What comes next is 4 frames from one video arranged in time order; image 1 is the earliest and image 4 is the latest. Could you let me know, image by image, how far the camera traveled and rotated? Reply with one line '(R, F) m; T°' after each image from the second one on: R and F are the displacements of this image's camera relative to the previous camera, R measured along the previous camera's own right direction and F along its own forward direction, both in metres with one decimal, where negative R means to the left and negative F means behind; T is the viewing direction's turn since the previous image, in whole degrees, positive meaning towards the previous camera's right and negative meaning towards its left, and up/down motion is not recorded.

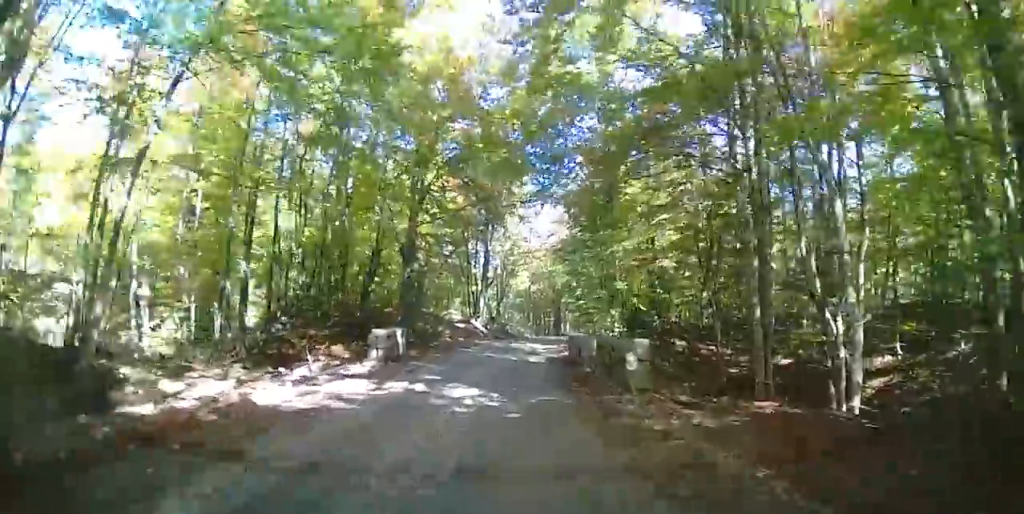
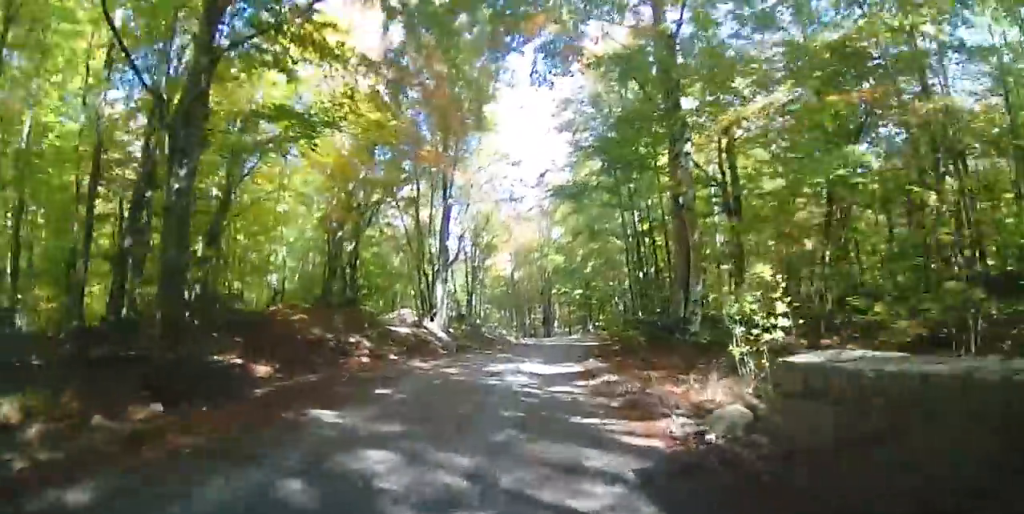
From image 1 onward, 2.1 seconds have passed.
(+0.5, +17.2) m; 0°
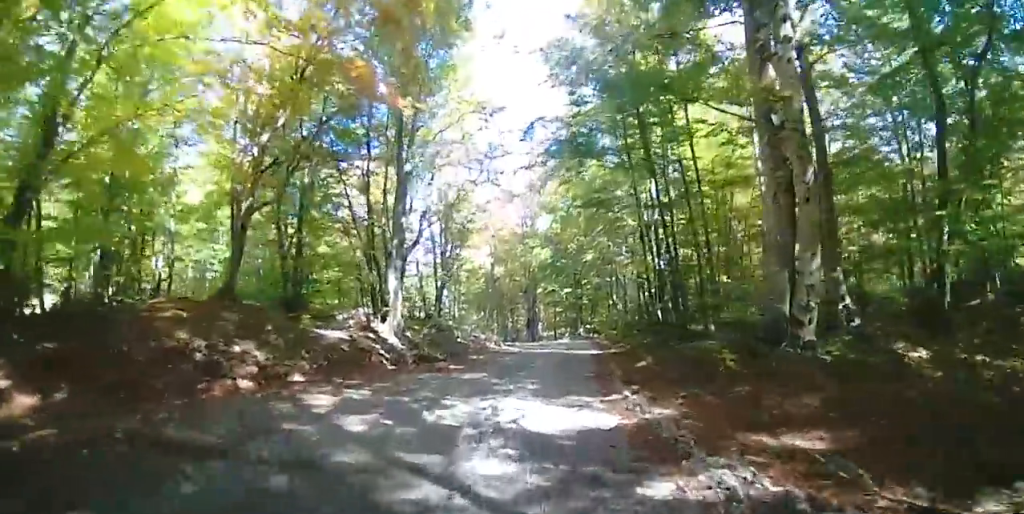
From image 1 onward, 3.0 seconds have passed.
(-0.2, +7.4) m; -12°
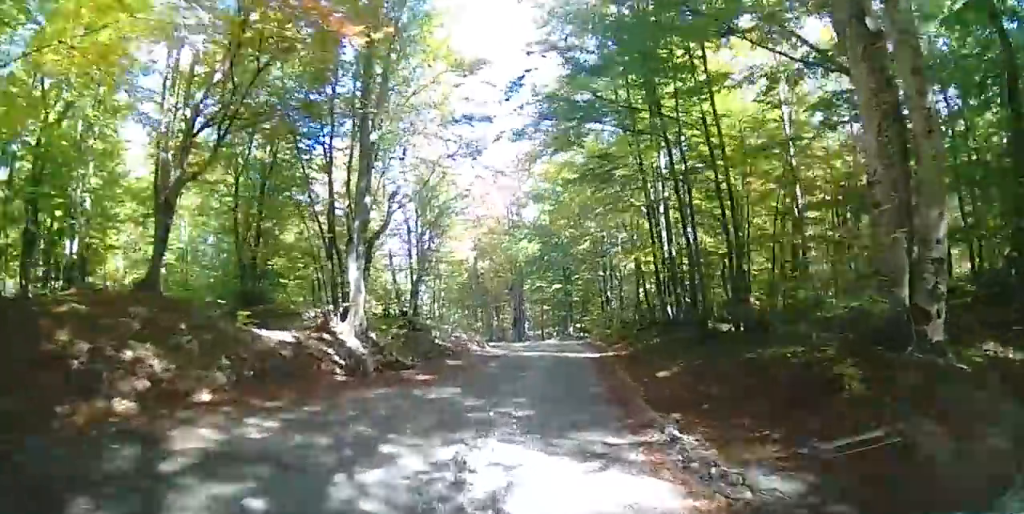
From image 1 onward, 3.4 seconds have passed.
(+0.5, +3.6) m; -9°
